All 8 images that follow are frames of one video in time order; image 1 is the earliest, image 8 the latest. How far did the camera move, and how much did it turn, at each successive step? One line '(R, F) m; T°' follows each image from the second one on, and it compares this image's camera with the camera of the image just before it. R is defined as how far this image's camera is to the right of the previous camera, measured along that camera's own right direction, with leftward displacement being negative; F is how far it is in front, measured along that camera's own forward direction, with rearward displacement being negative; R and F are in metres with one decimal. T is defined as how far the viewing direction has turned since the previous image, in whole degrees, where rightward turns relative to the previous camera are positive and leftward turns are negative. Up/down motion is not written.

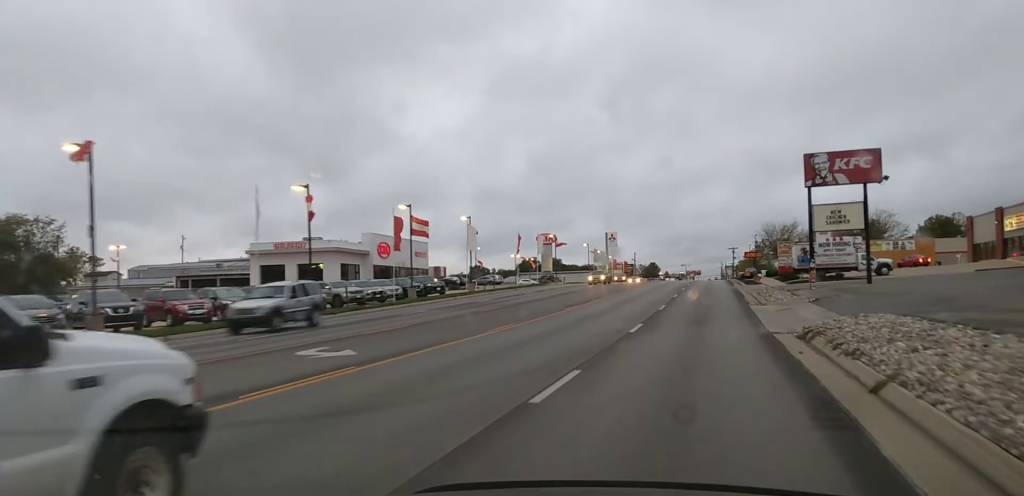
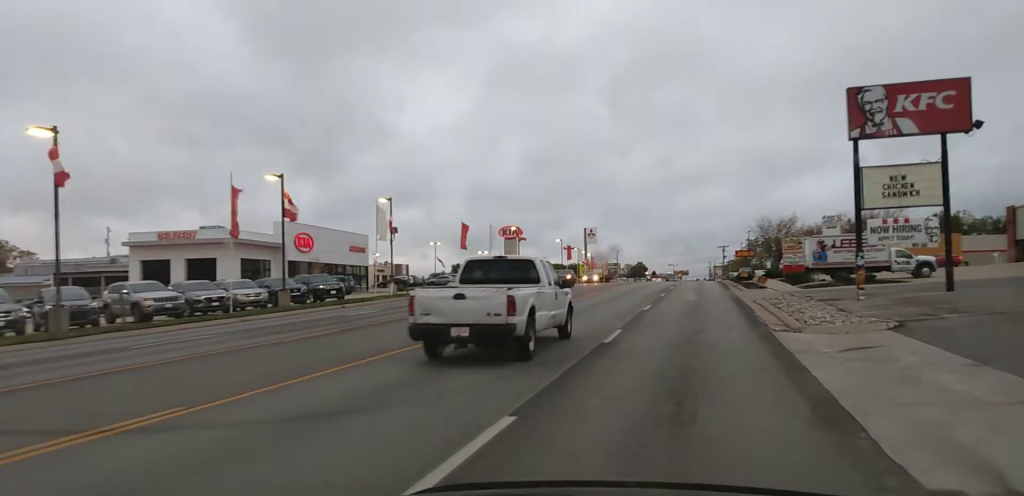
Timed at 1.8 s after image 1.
(+0.5, +17.5) m; +5°
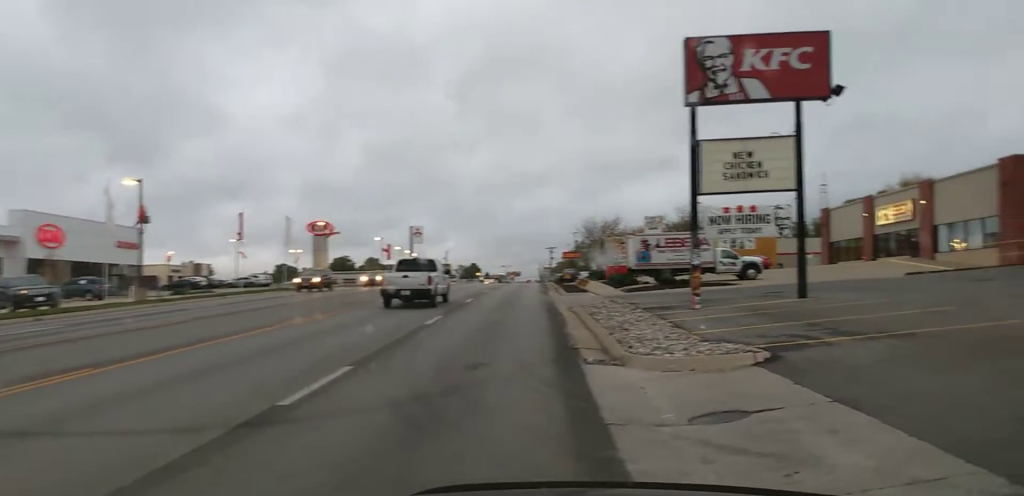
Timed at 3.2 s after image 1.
(+0.7, +8.1) m; +12°
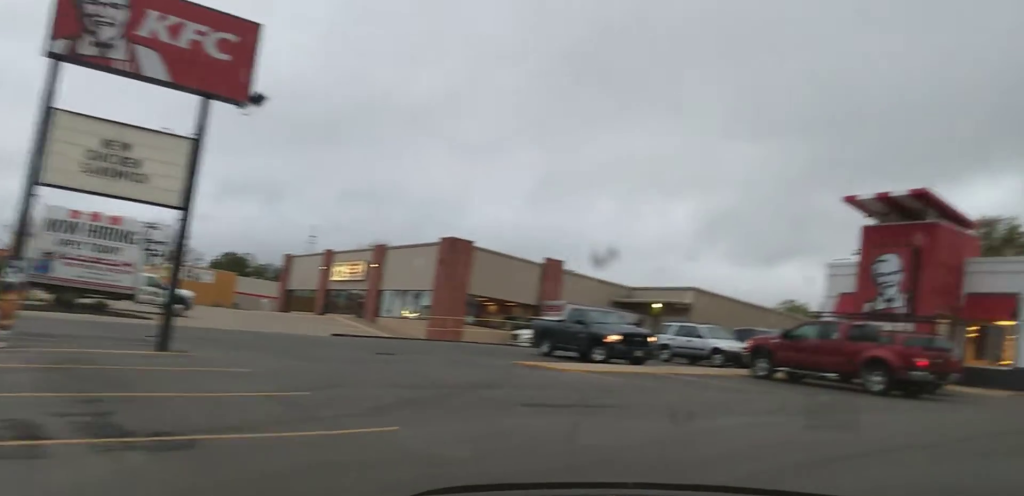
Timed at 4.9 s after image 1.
(+1.3, +6.1) m; +32°
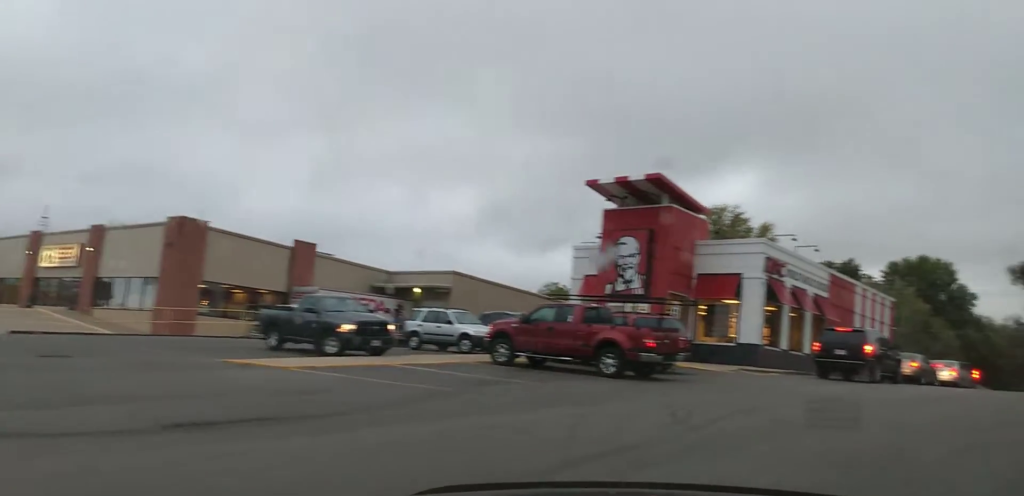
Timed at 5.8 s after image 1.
(+0.4, +2.3) m; +21°
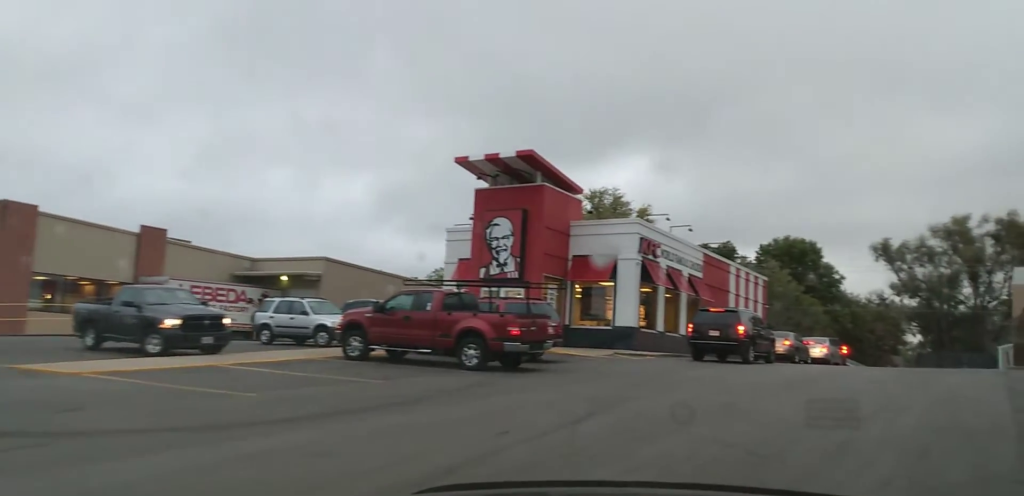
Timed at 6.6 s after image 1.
(+0.5, +2.2) m; +5°
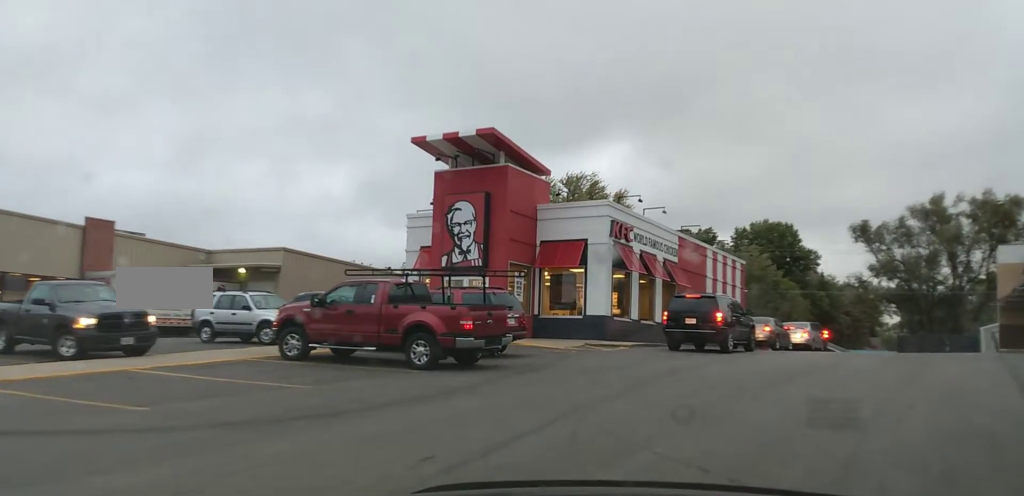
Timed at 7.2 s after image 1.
(0.0, +2.1) m; -3°
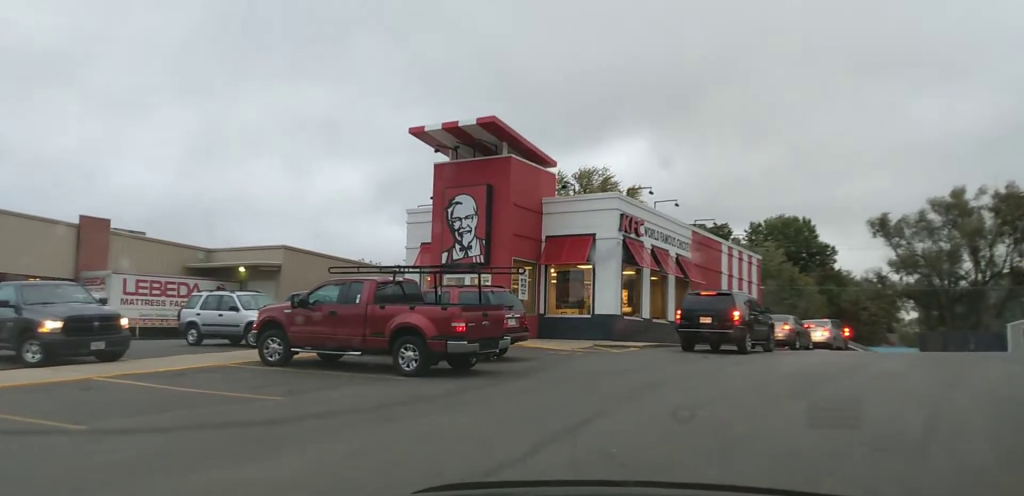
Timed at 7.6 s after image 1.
(-0.1, +1.4) m; -5°
